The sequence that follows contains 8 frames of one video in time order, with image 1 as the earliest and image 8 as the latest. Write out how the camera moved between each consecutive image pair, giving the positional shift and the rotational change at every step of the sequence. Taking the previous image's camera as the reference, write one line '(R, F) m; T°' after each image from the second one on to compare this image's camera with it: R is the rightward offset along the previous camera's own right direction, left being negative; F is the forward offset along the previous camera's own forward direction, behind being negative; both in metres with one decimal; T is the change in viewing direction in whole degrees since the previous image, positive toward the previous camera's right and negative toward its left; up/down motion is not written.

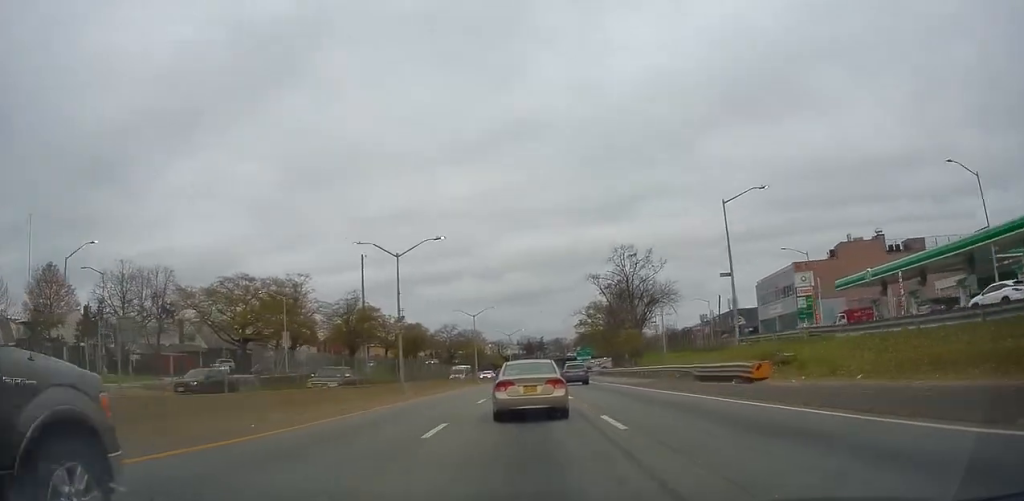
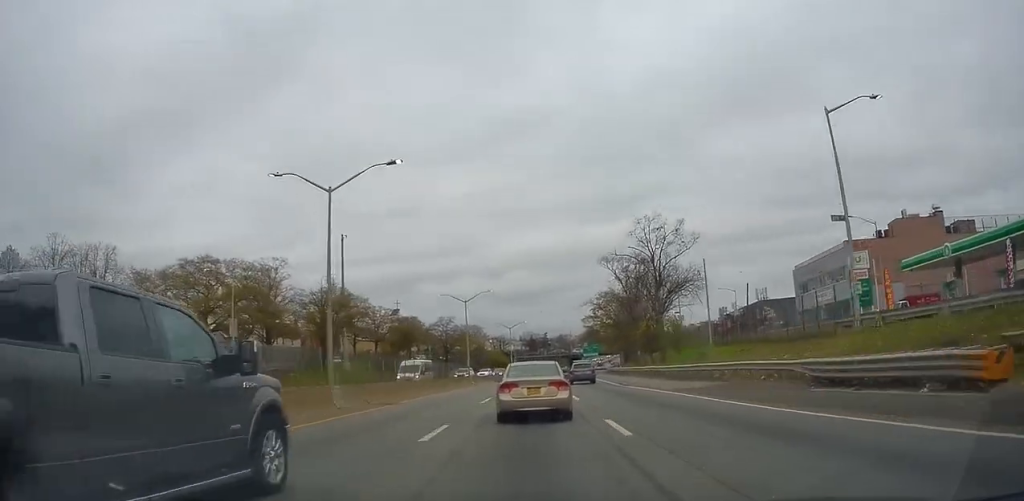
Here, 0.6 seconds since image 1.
(0.0, +13.2) m; +1°
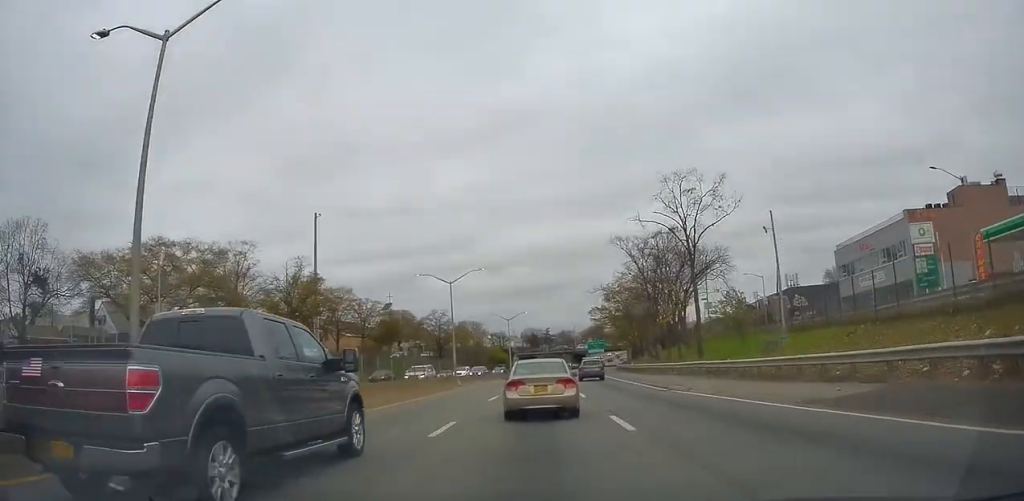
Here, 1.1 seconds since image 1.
(0.0, +12.0) m; +1°
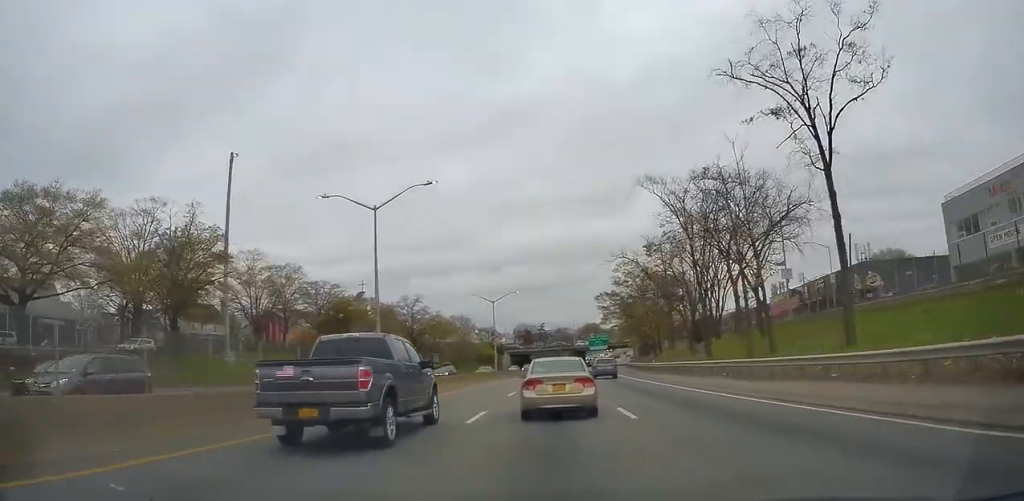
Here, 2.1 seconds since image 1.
(+0.2, +22.1) m; 0°
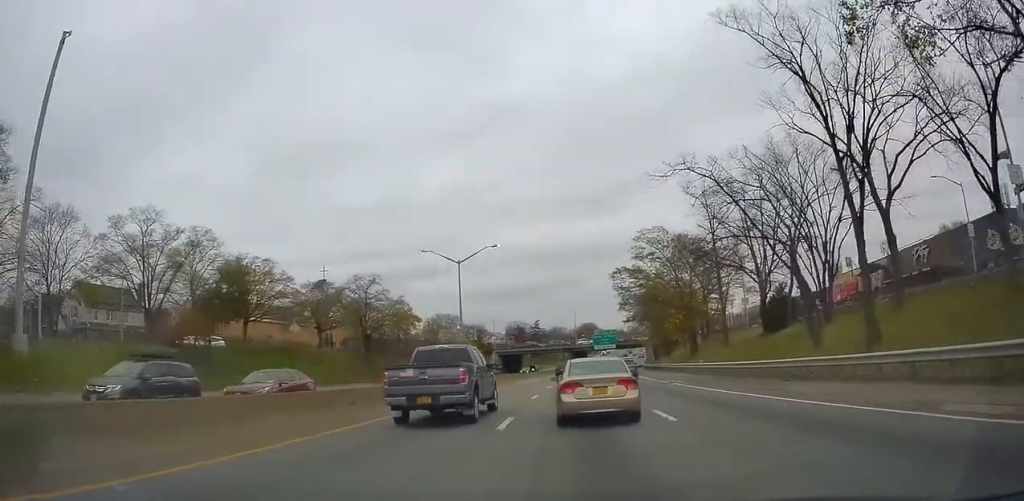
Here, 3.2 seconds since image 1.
(-0.4, +23.7) m; +1°
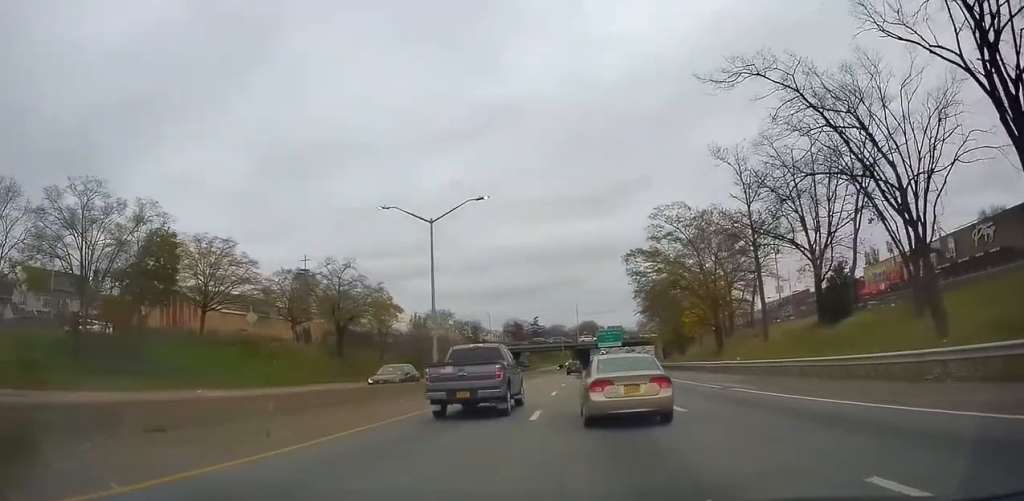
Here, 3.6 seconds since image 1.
(+0.2, +9.7) m; 0°
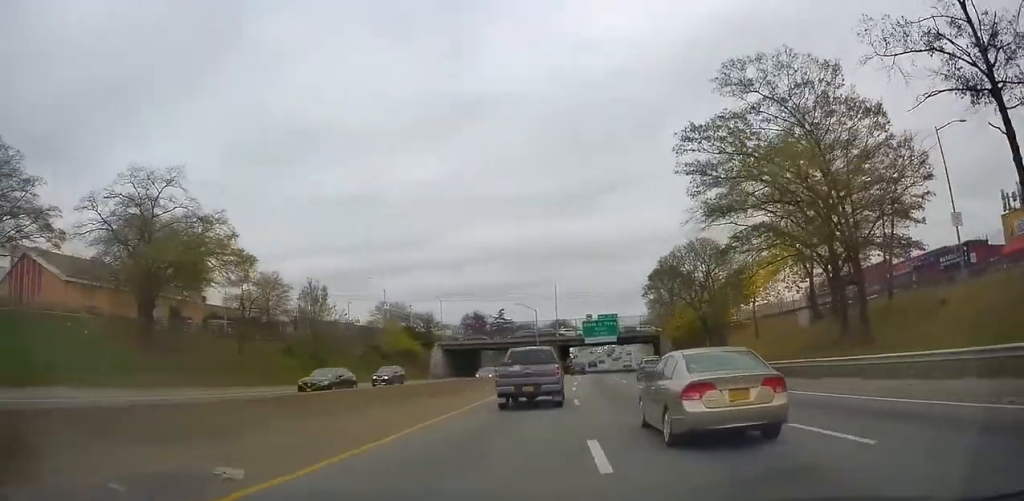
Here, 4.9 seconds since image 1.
(+0.1, +29.2) m; +1°
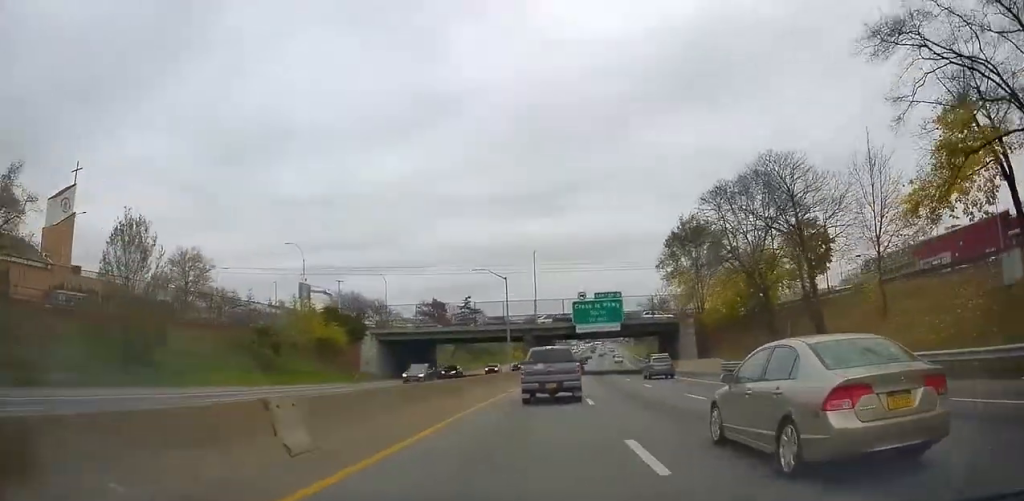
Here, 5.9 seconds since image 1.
(+0.2, +23.6) m; +1°
